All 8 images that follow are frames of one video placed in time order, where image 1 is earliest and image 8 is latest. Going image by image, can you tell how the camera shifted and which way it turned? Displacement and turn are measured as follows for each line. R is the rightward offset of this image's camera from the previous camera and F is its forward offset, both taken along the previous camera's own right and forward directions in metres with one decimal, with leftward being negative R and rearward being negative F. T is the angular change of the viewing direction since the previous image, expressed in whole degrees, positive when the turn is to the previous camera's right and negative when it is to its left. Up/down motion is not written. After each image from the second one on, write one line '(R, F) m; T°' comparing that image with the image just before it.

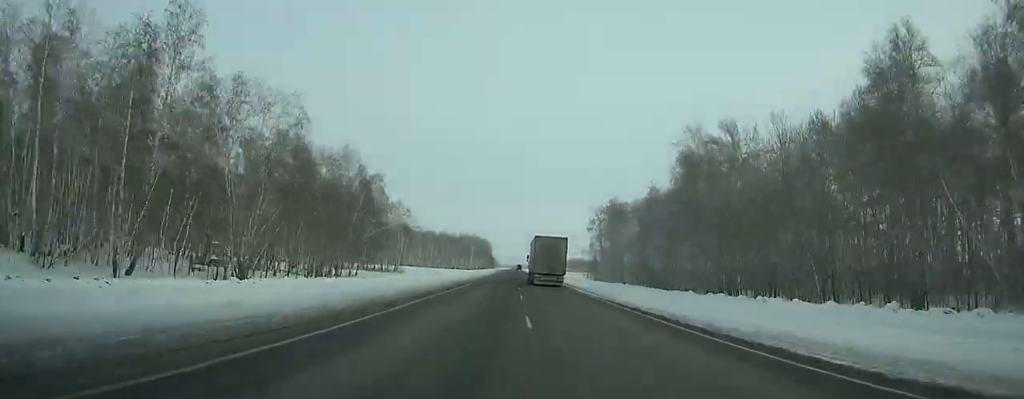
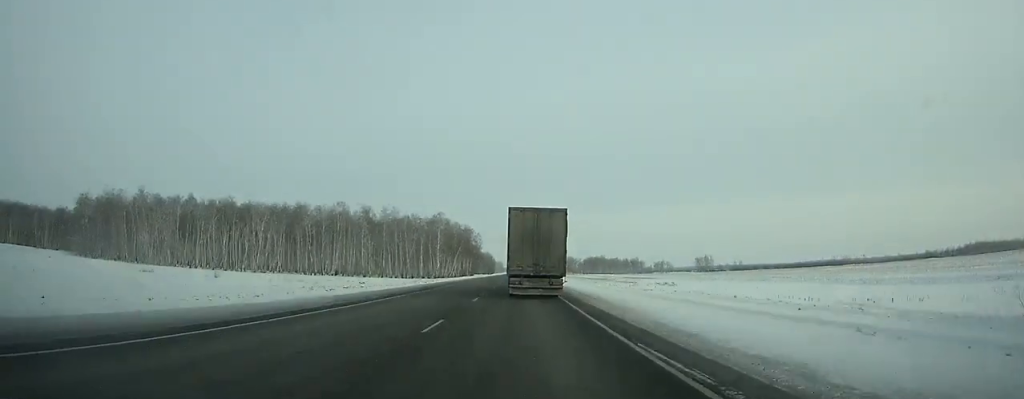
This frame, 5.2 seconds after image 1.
(-0.9, +142.5) m; -1°
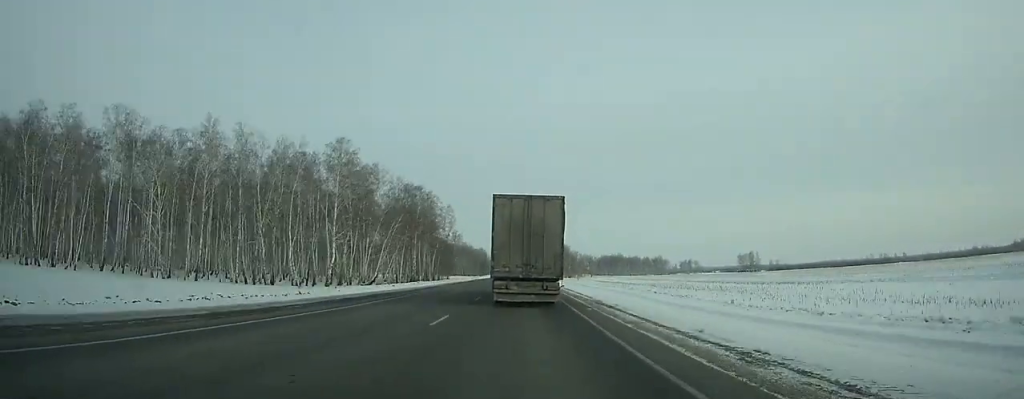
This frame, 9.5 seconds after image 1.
(-0.6, +108.1) m; 0°
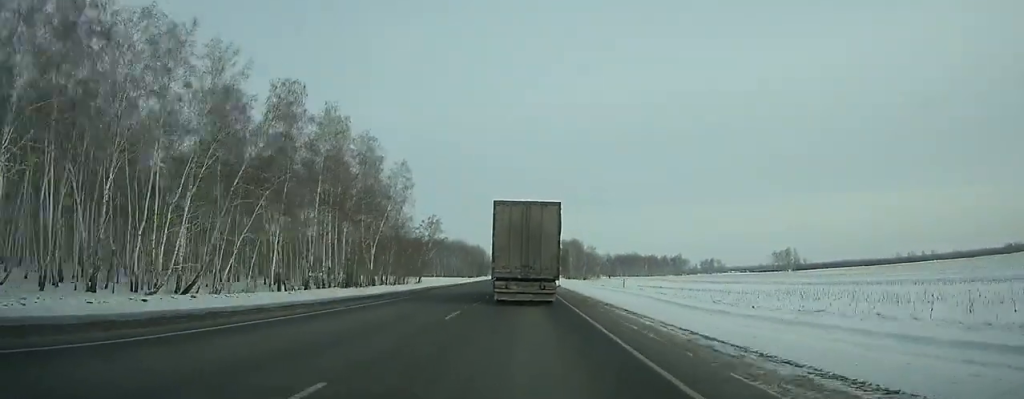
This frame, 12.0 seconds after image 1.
(-0.1, +59.8) m; 0°
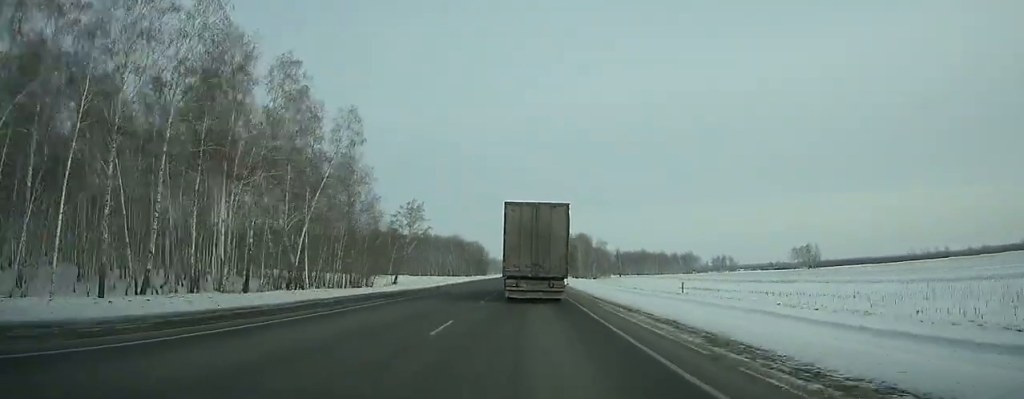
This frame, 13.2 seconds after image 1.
(0.0, +28.5) m; 0°
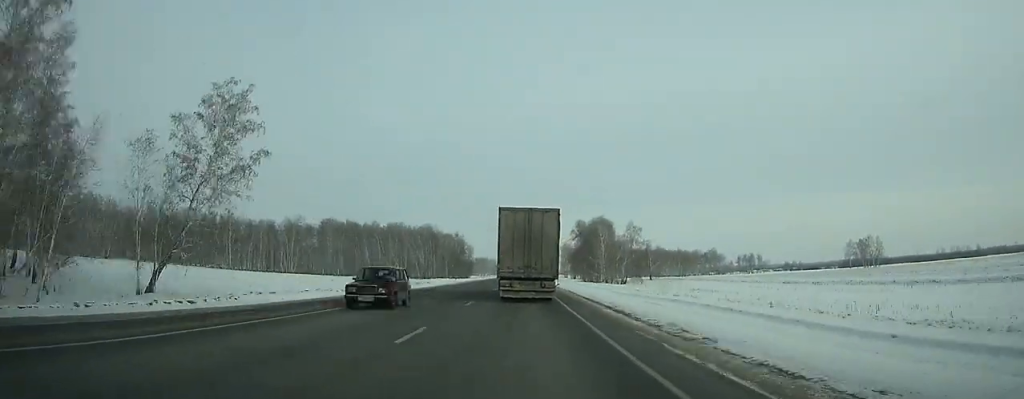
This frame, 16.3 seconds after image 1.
(+0.3, +72.7) m; 0°
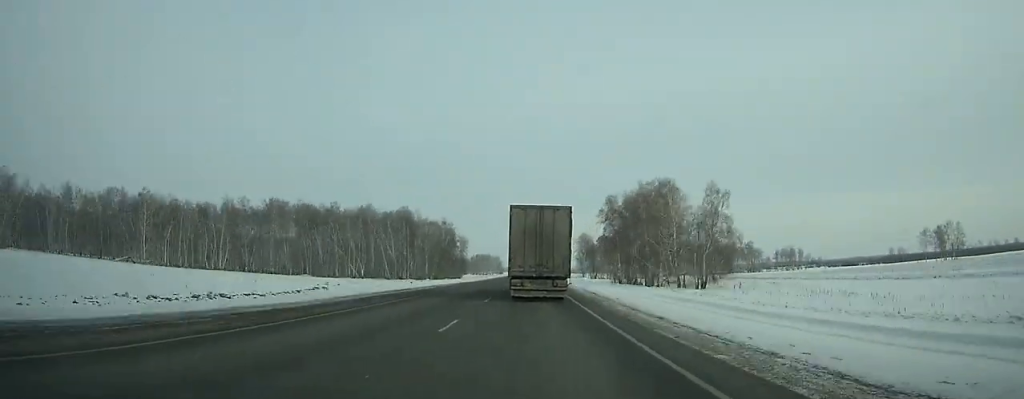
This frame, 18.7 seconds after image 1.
(-0.3, +55.8) m; 0°
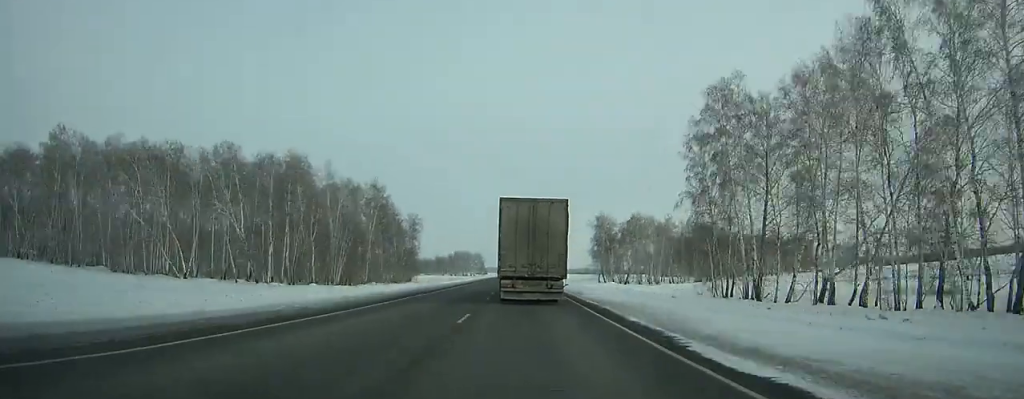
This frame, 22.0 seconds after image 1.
(+0.2, +74.7) m; 0°
